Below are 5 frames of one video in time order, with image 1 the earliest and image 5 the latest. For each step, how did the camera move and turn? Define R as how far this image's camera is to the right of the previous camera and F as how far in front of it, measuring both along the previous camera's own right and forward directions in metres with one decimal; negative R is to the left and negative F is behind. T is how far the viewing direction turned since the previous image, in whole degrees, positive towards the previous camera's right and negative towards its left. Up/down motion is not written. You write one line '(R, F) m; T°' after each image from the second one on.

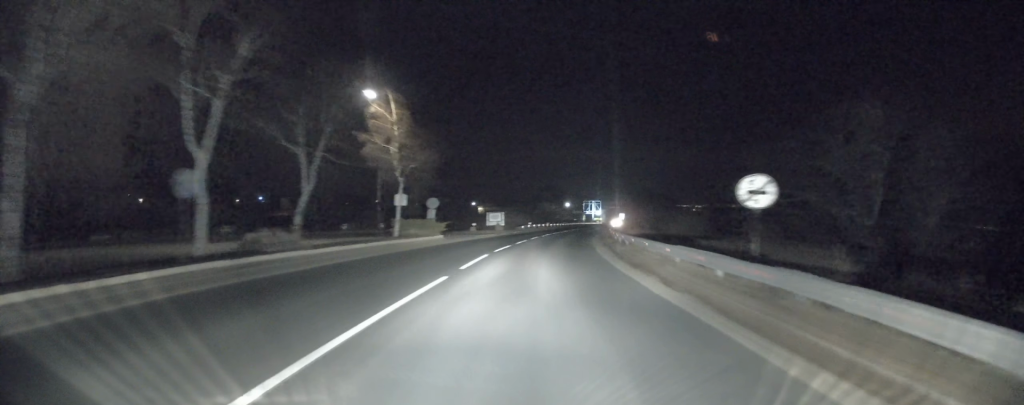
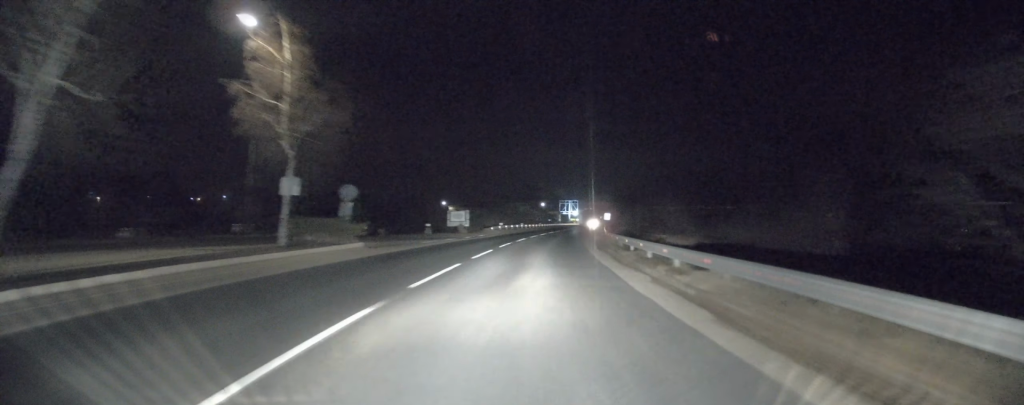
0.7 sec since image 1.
(+0.3, +13.1) m; +2°
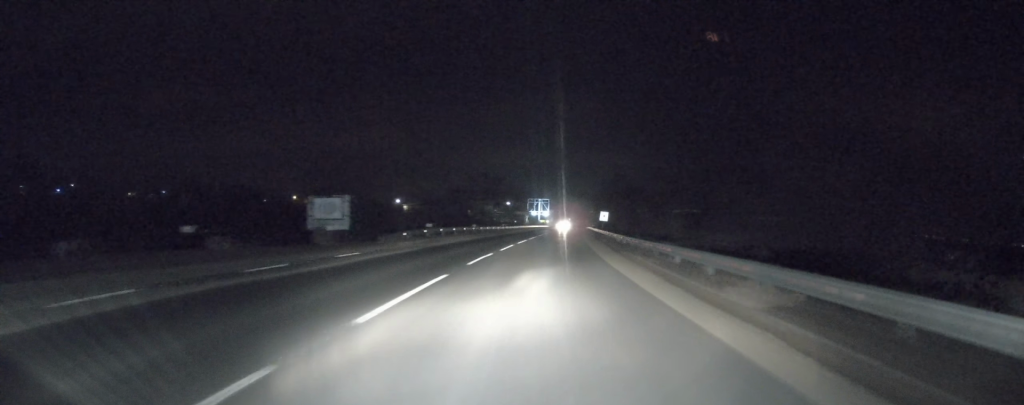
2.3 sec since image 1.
(+1.0, +29.7) m; +3°
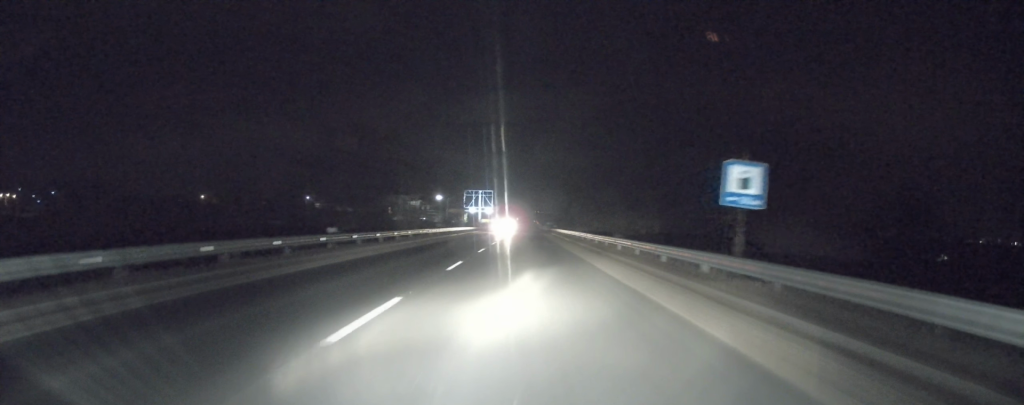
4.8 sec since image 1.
(+1.9, +48.8) m; +4°
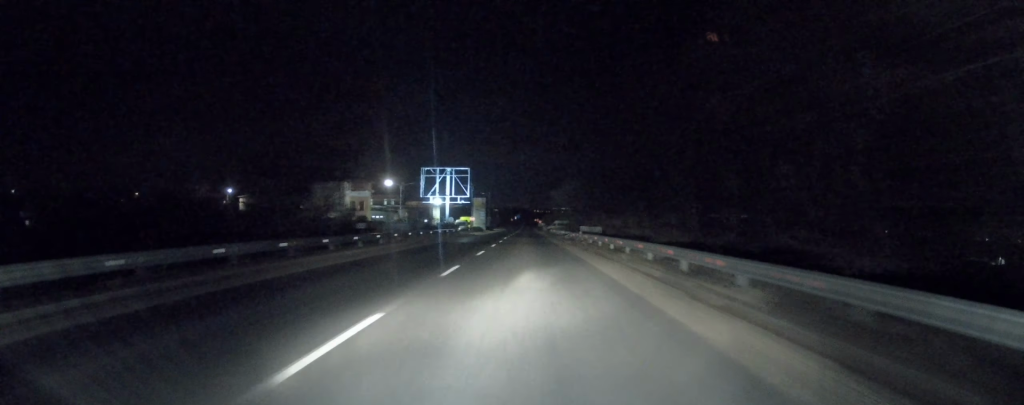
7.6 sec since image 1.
(+0.4, +55.3) m; 0°
